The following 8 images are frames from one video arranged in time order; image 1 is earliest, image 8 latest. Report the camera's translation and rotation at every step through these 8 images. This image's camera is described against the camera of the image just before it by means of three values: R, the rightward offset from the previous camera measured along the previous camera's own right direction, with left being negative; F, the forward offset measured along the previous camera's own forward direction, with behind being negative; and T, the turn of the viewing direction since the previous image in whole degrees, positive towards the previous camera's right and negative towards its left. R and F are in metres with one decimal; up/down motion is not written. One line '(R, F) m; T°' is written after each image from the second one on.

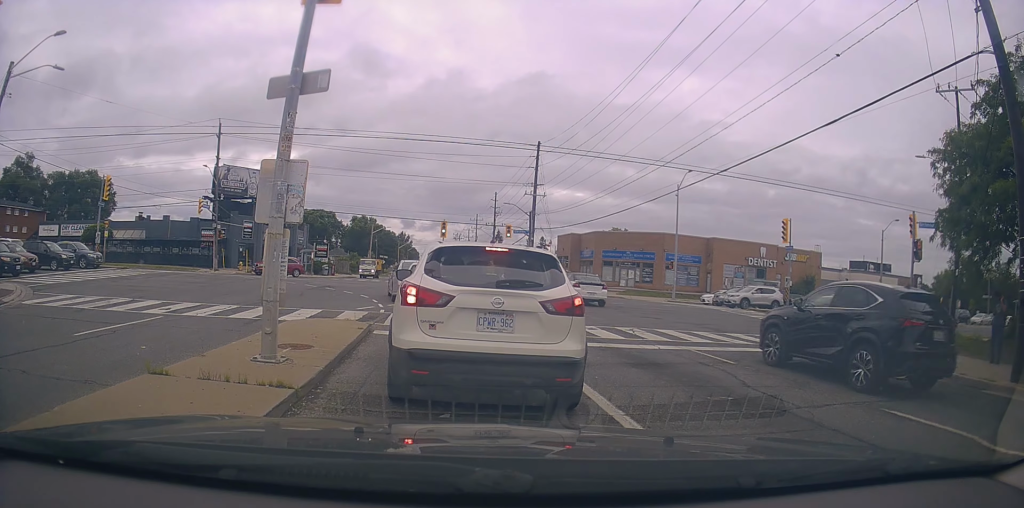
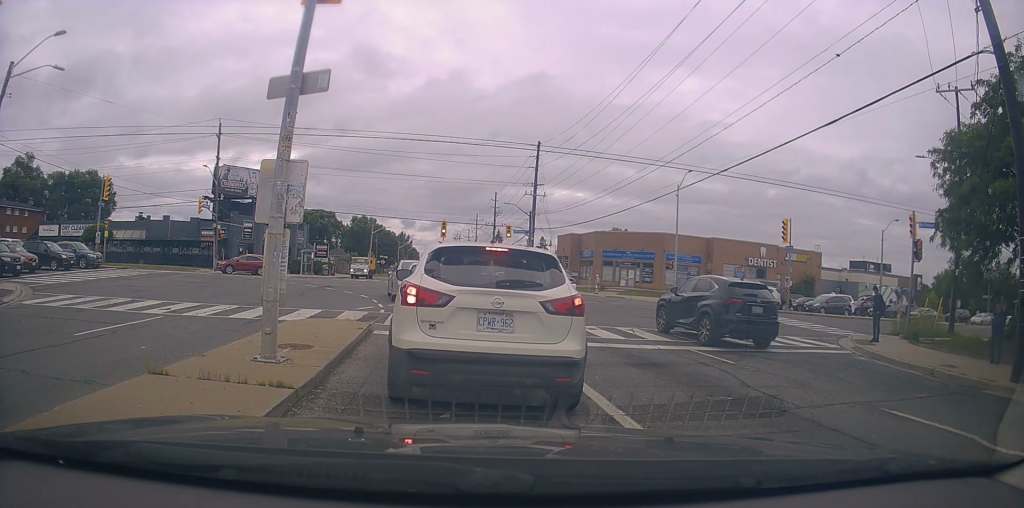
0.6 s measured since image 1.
(0.0, 0.0) m; 0°
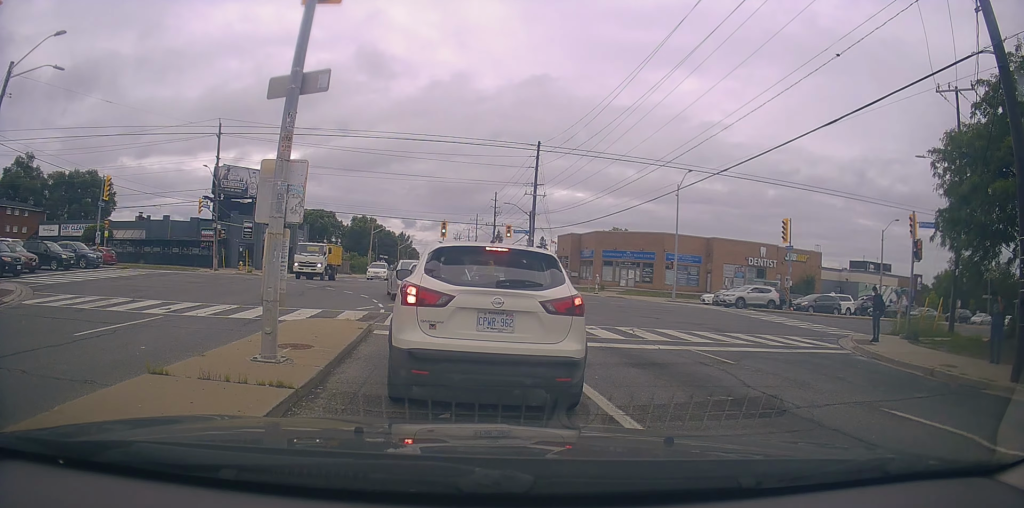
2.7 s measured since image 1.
(0.0, +0.4) m; 0°
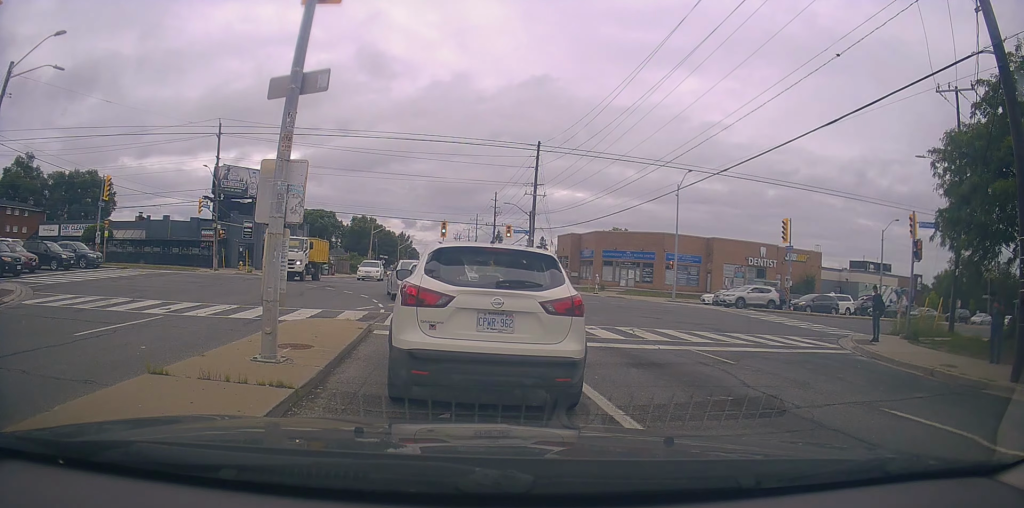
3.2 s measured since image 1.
(0.0, 0.0) m; 0°
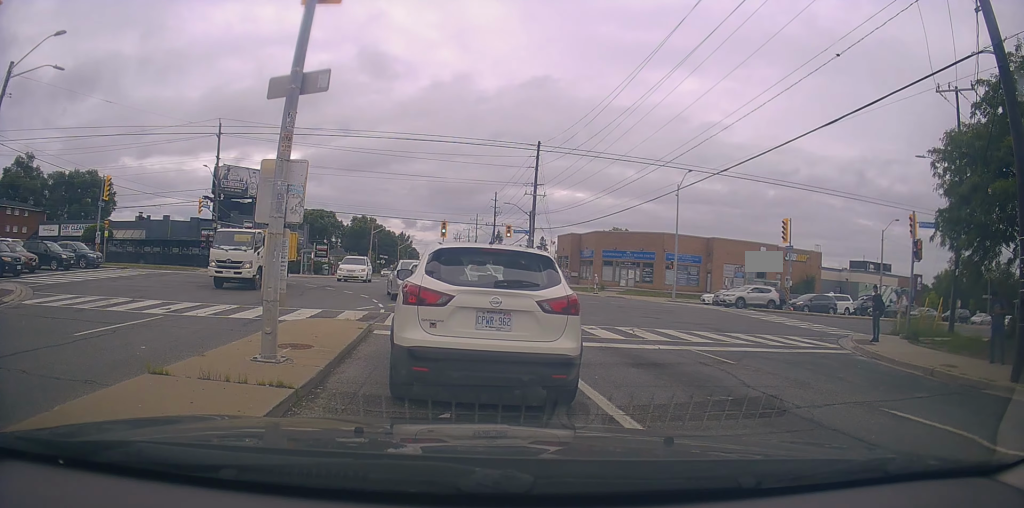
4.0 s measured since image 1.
(0.0, 0.0) m; 0°
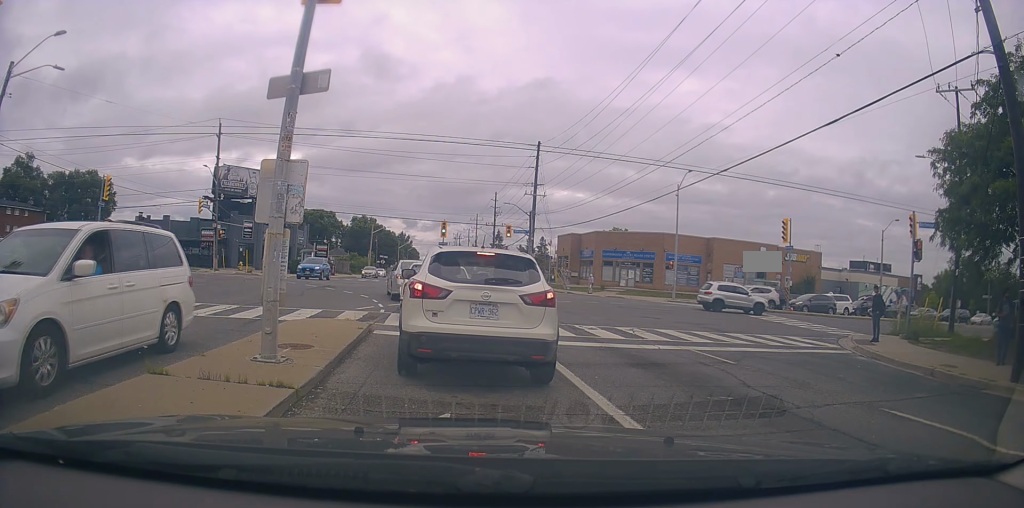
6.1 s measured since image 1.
(0.0, 0.0) m; 0°
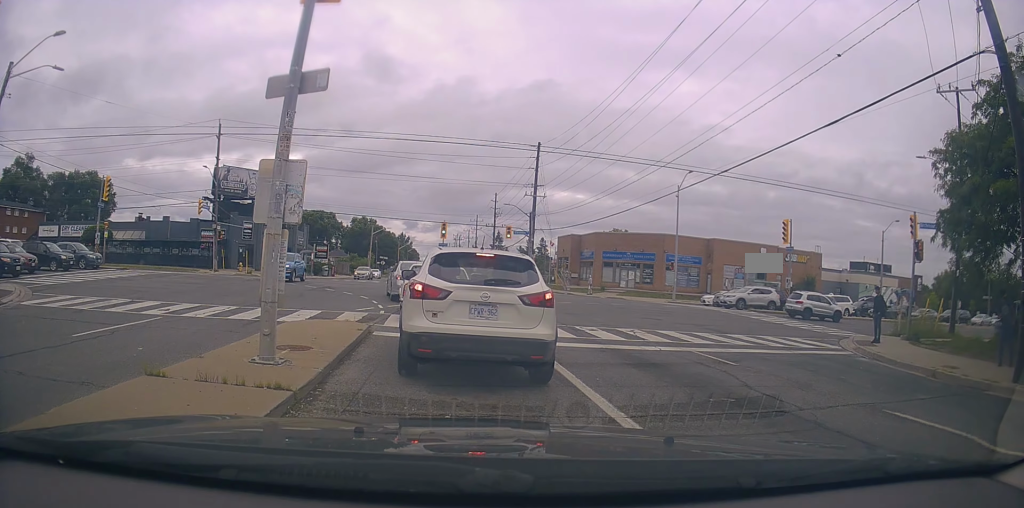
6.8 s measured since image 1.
(0.0, 0.0) m; 0°
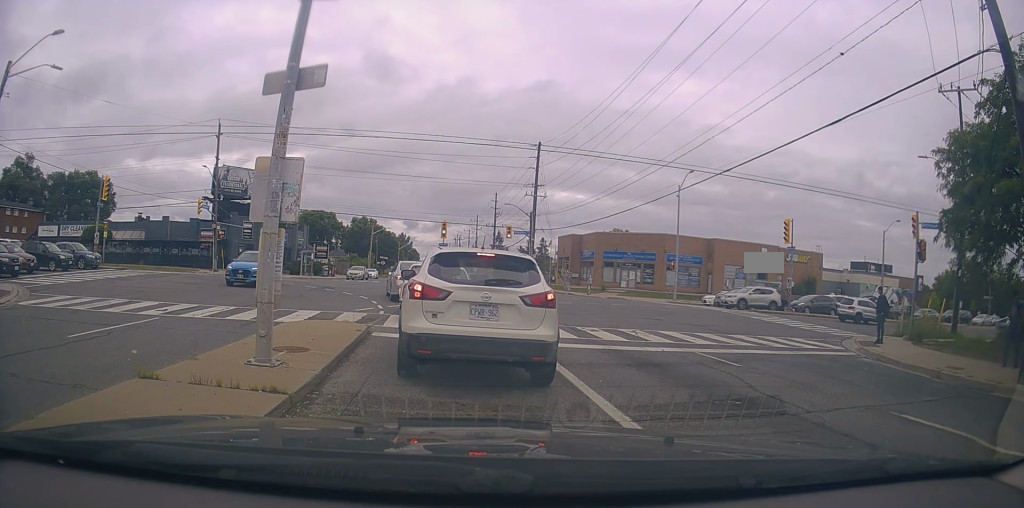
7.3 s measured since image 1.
(0.0, 0.0) m; 0°
